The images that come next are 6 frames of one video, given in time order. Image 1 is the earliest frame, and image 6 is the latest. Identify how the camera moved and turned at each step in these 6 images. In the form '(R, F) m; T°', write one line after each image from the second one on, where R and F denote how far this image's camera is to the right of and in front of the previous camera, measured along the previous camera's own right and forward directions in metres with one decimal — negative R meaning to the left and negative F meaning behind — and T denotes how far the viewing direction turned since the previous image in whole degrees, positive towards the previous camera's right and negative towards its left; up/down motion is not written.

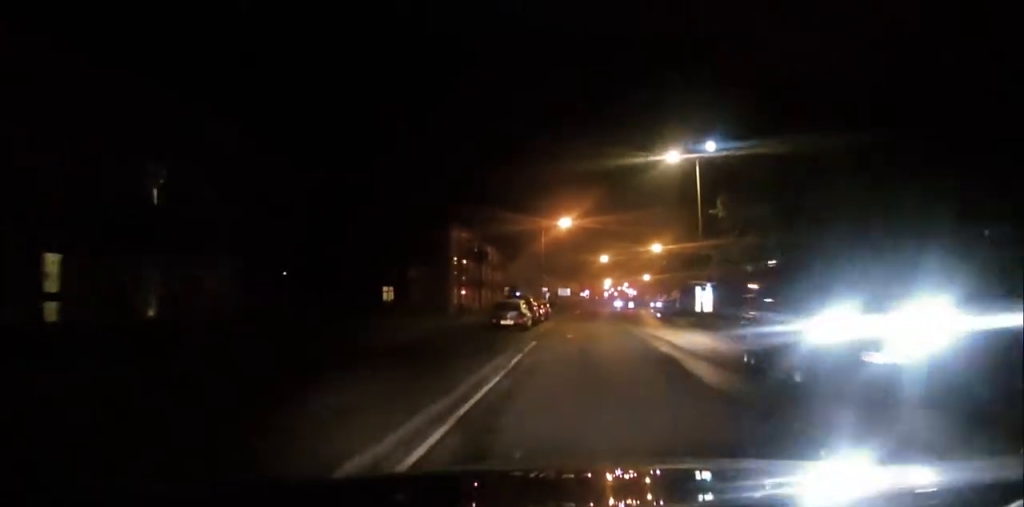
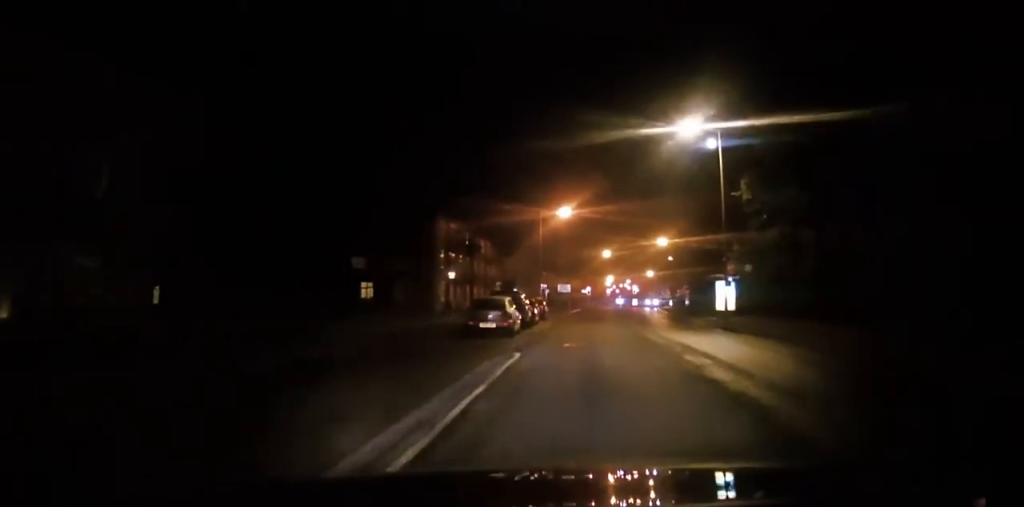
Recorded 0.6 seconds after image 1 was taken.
(0.0, +6.7) m; -1°
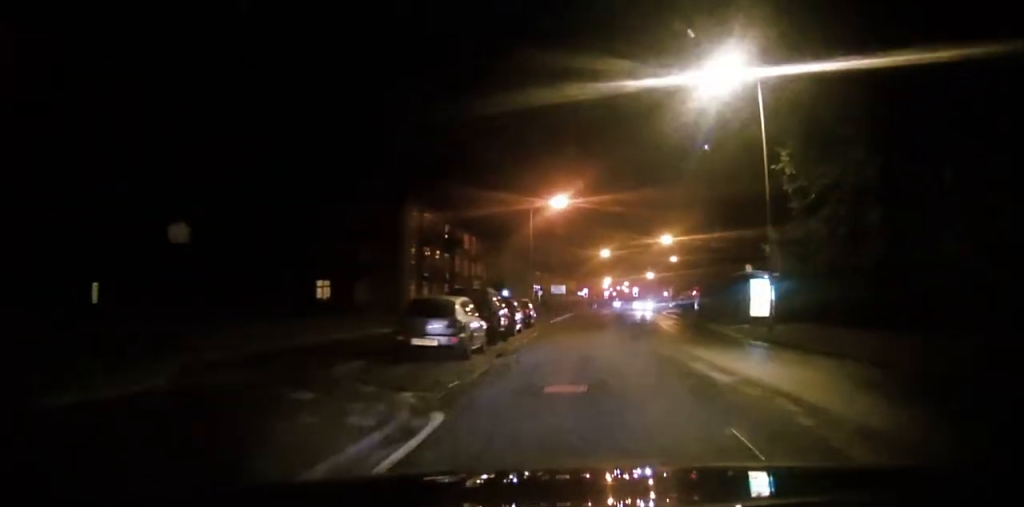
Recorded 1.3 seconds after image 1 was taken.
(-0.2, +9.1) m; -1°
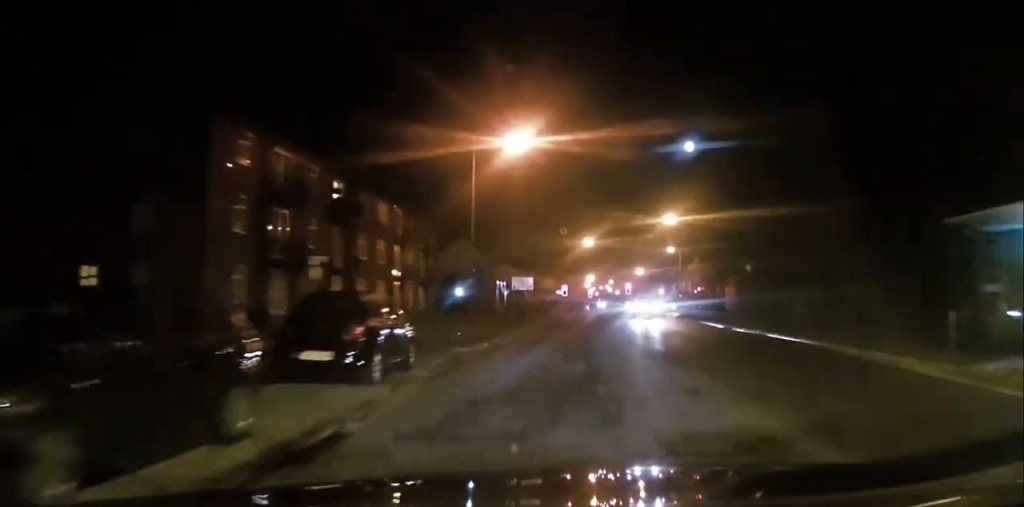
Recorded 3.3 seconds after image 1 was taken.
(+1.0, +23.3) m; +3°
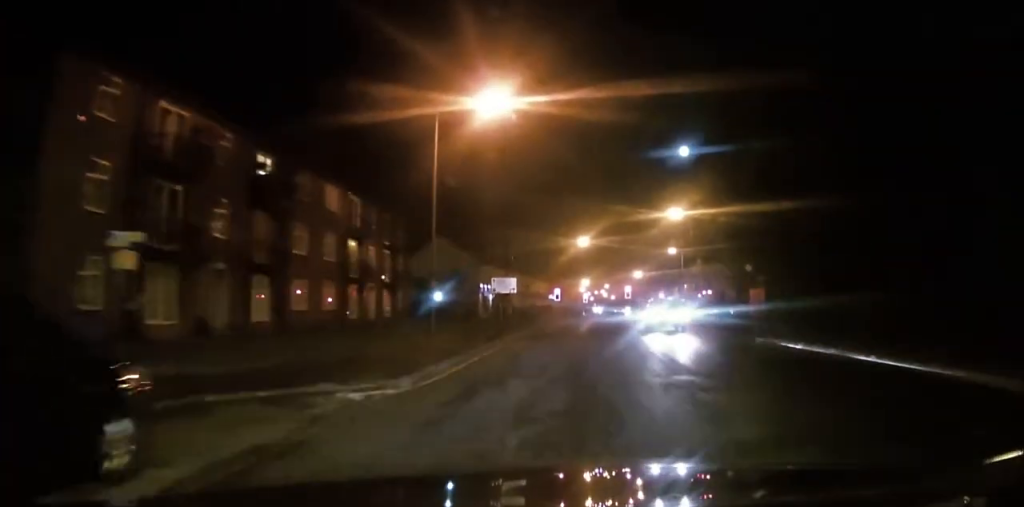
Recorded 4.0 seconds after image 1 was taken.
(-0.3, +8.5) m; -2°
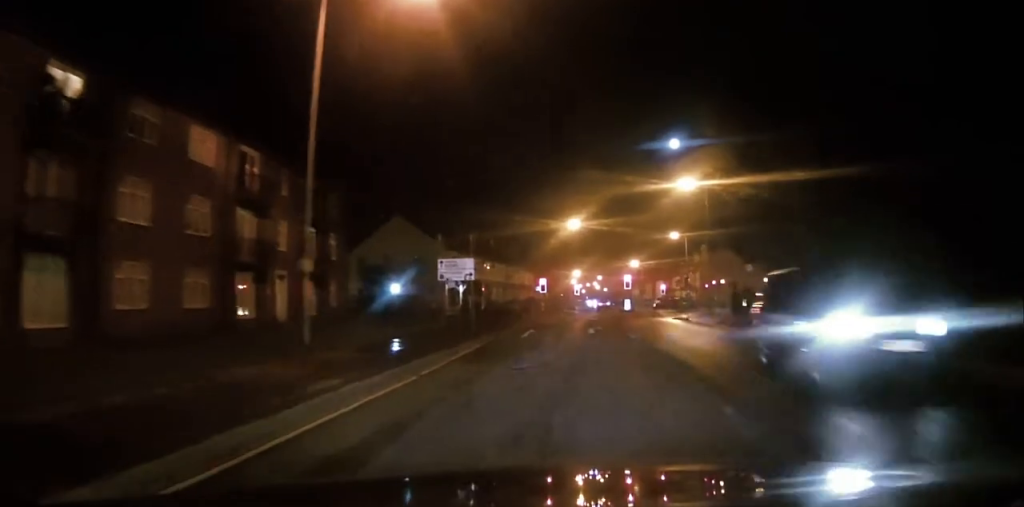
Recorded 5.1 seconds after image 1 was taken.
(-0.3, +12.7) m; -1°
